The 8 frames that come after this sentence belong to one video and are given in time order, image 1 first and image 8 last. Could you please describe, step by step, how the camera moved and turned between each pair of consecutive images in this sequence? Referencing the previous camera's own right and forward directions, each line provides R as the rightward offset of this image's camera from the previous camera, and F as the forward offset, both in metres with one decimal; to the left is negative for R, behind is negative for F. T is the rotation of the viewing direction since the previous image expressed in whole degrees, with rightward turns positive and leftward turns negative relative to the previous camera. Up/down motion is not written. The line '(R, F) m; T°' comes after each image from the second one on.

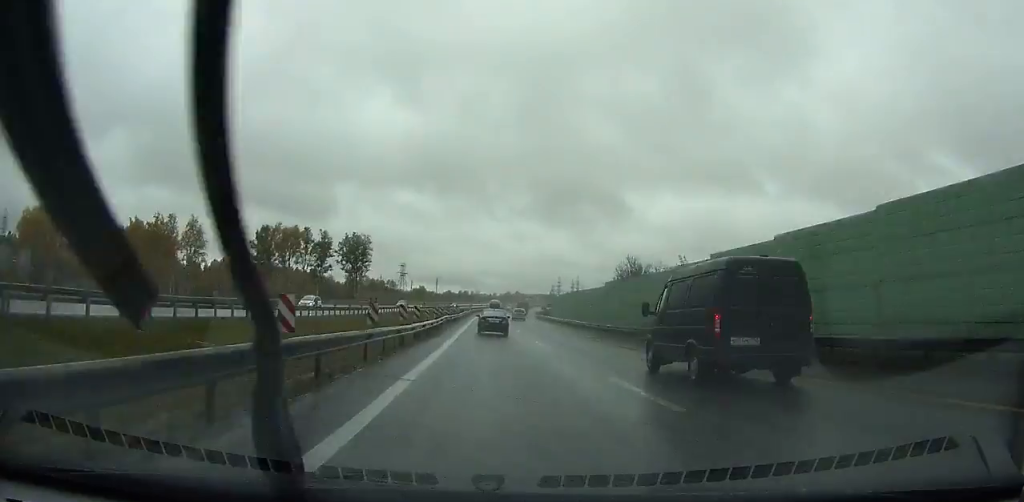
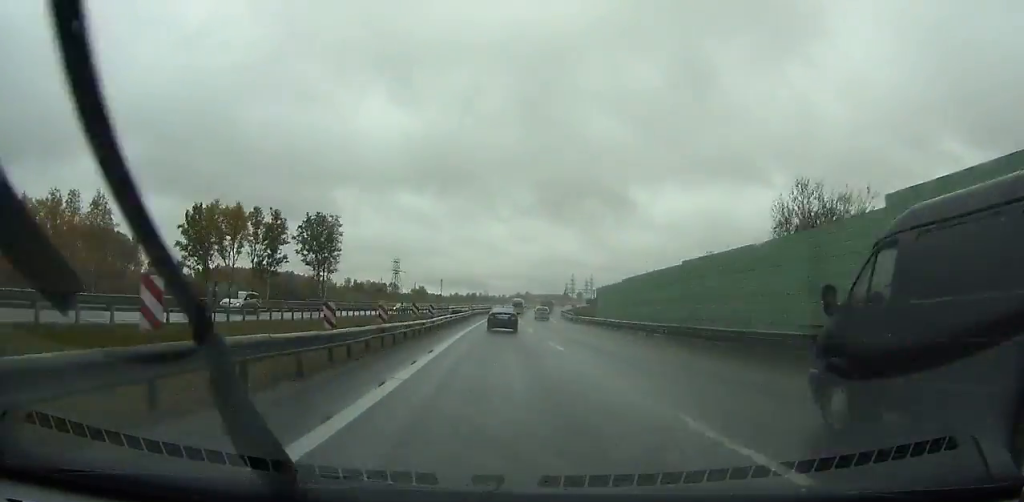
(-0.3, +36.9) m; 0°
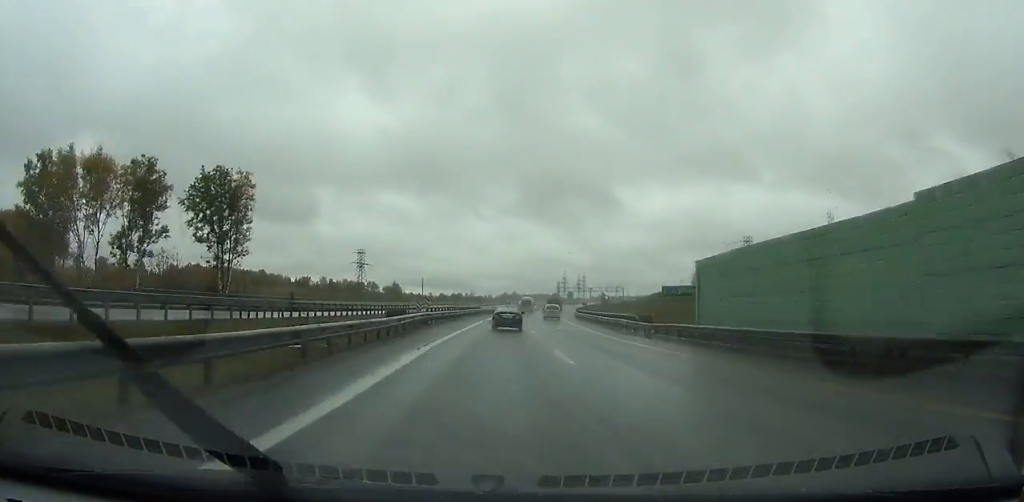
(-0.5, +37.5) m; +1°
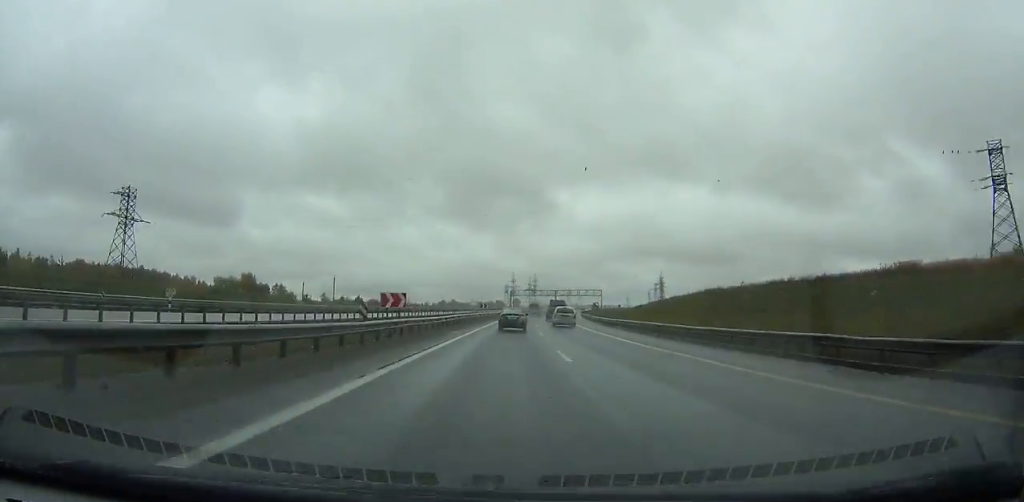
(+2.2, +96.2) m; +5°
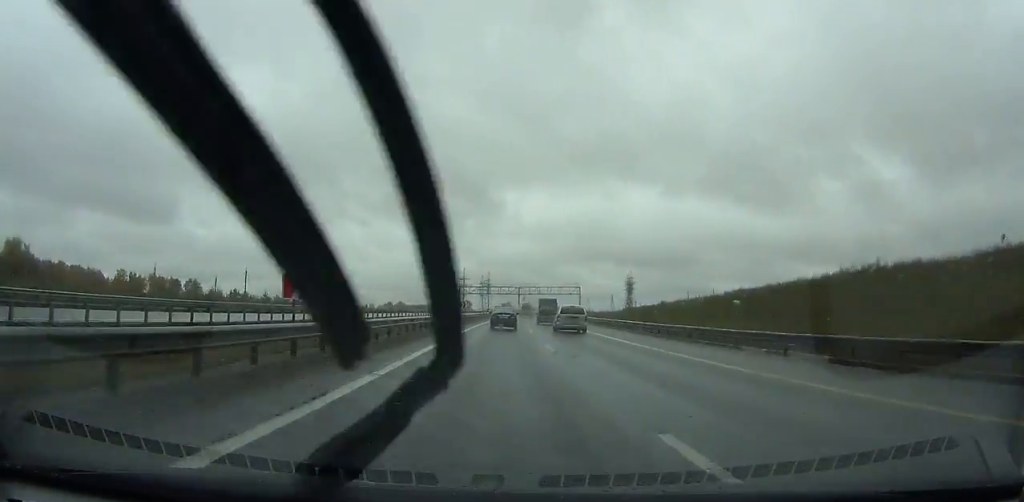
(+2.6, +62.3) m; +4°
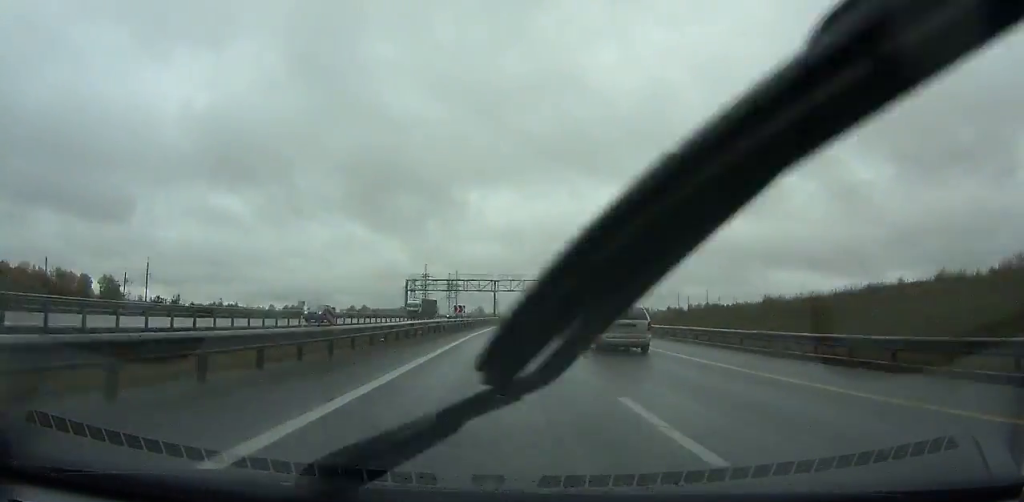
(+2.1, +60.5) m; +3°
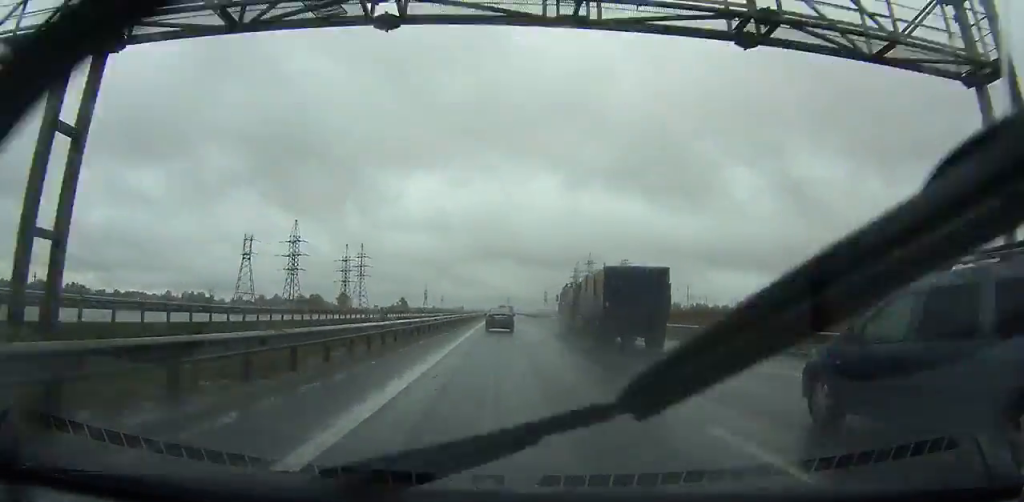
(+5.6, +114.0) m; +5°
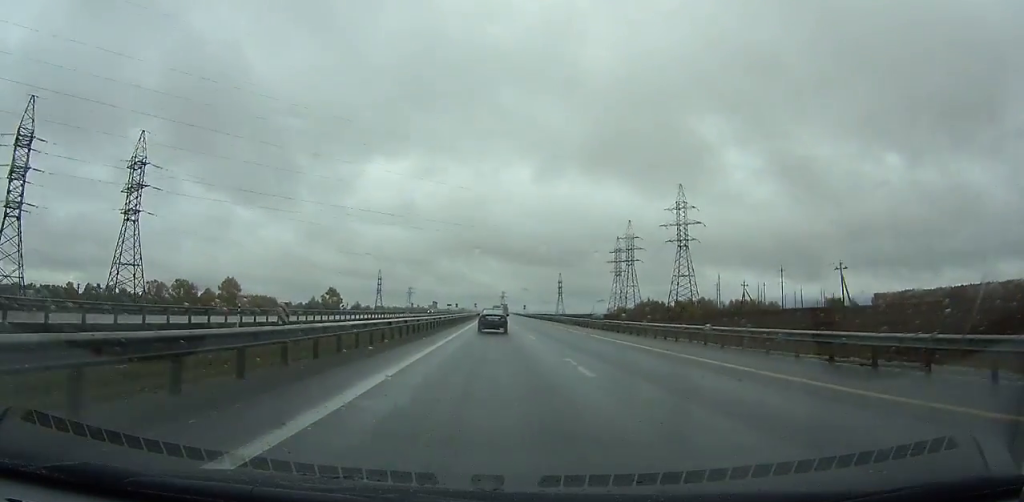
(+4.2, +167.6) m; +1°
